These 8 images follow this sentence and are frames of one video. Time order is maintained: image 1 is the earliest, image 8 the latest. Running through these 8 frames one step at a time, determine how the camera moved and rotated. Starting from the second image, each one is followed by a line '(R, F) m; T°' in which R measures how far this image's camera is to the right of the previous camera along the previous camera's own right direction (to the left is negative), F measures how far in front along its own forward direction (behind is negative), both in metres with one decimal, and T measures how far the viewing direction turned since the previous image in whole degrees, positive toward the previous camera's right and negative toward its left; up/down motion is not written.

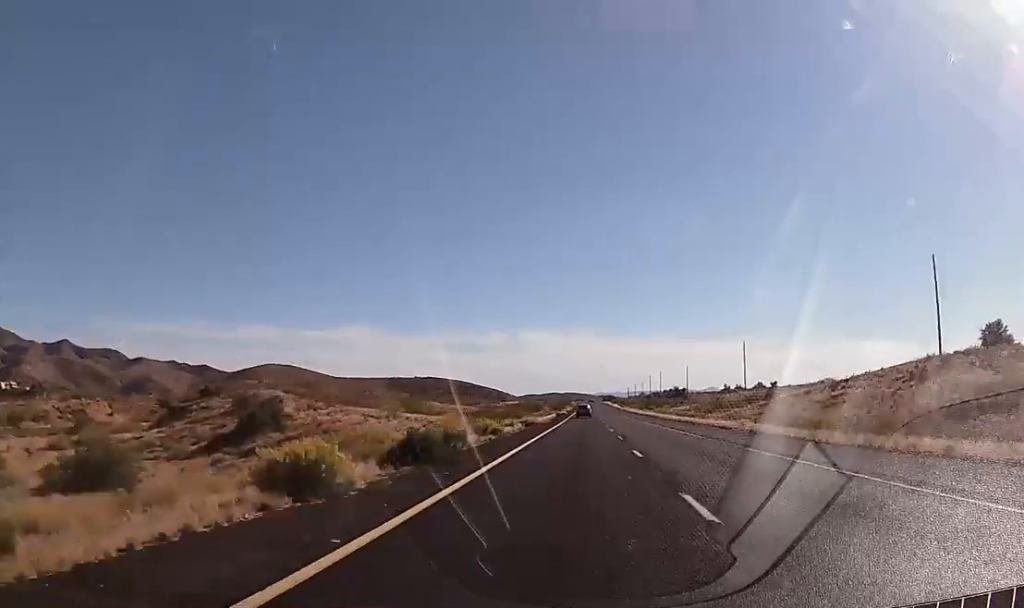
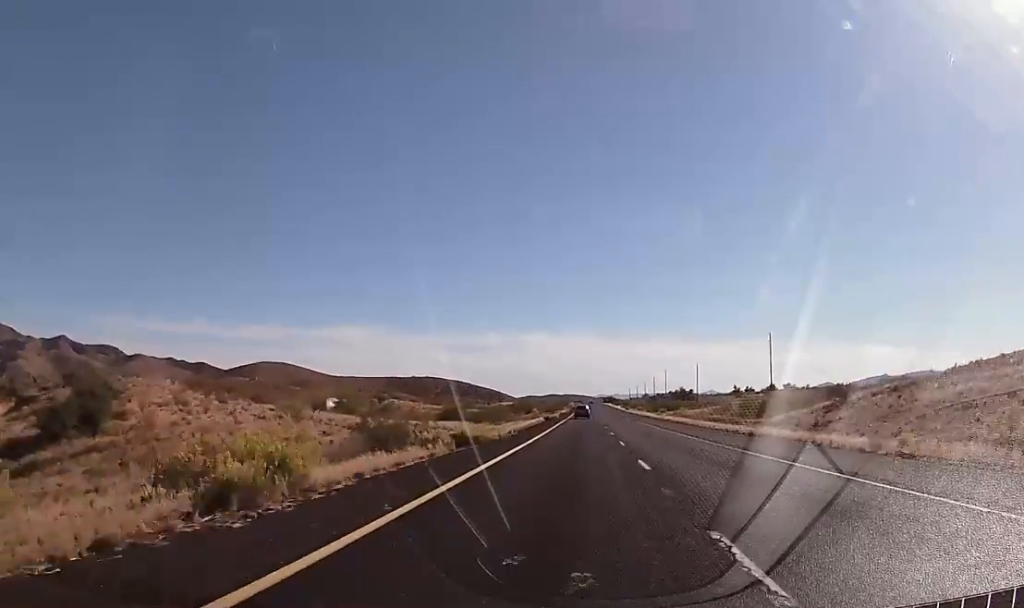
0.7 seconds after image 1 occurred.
(0.0, +27.9) m; -1°
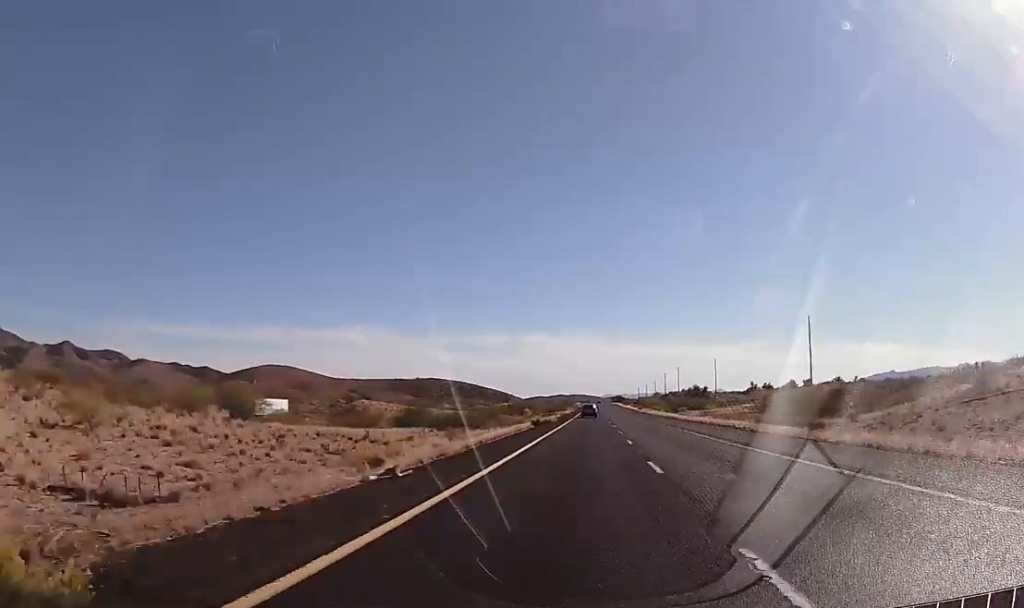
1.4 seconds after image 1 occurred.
(-0.3, +25.4) m; 0°
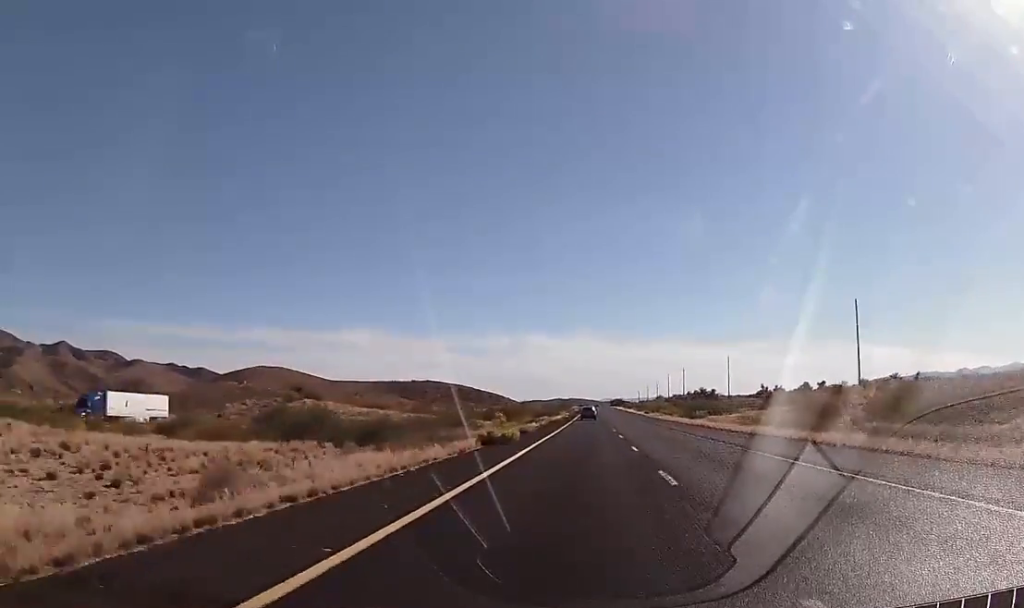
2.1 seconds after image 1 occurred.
(-0.1, +27.8) m; 0°
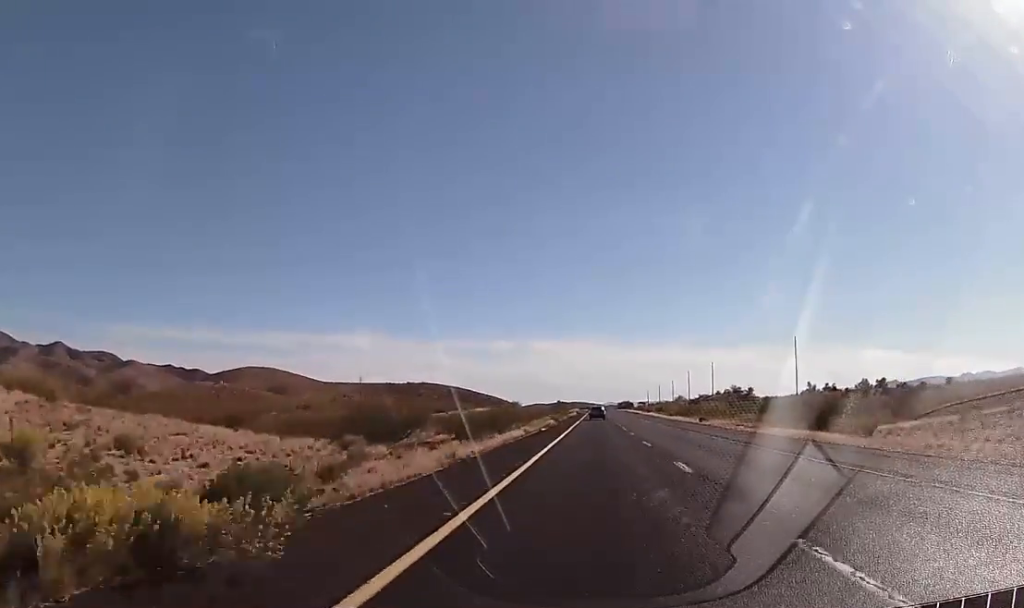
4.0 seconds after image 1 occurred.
(0.0, +70.6) m; 0°
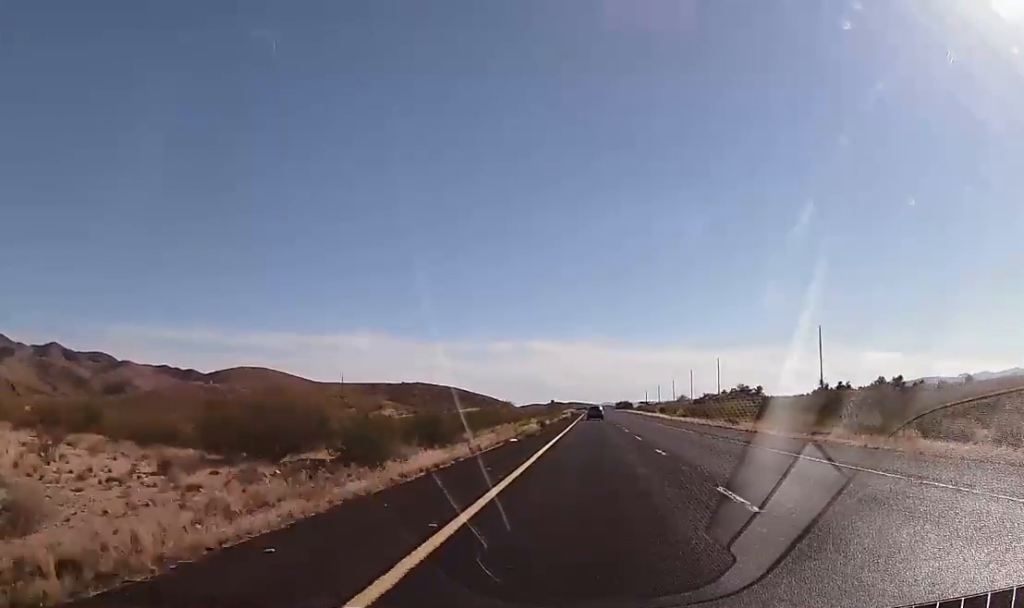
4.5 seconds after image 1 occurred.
(0.0, +18.9) m; 0°
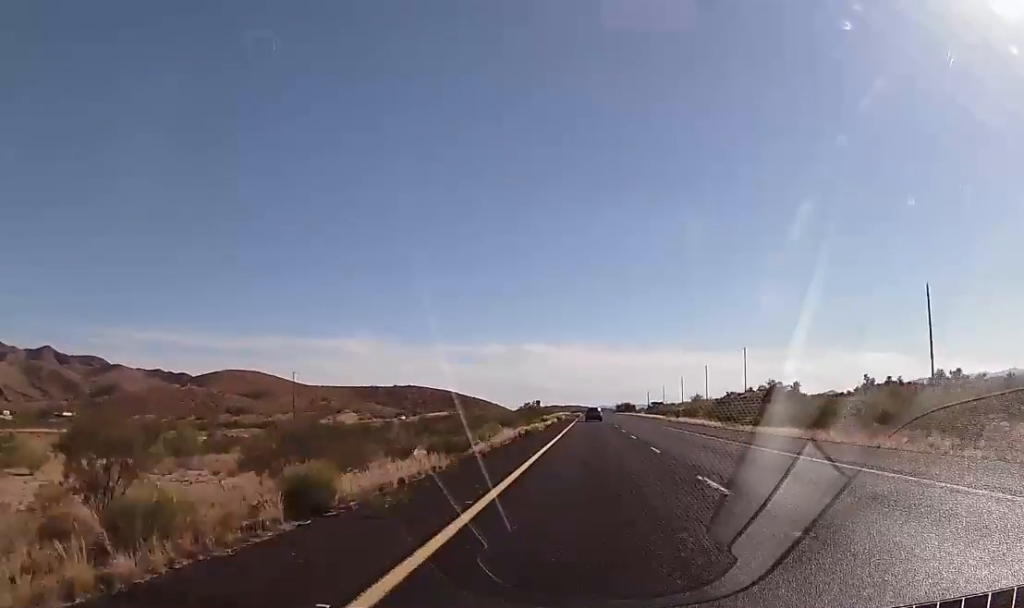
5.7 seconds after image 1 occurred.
(0.0, +46.5) m; 0°
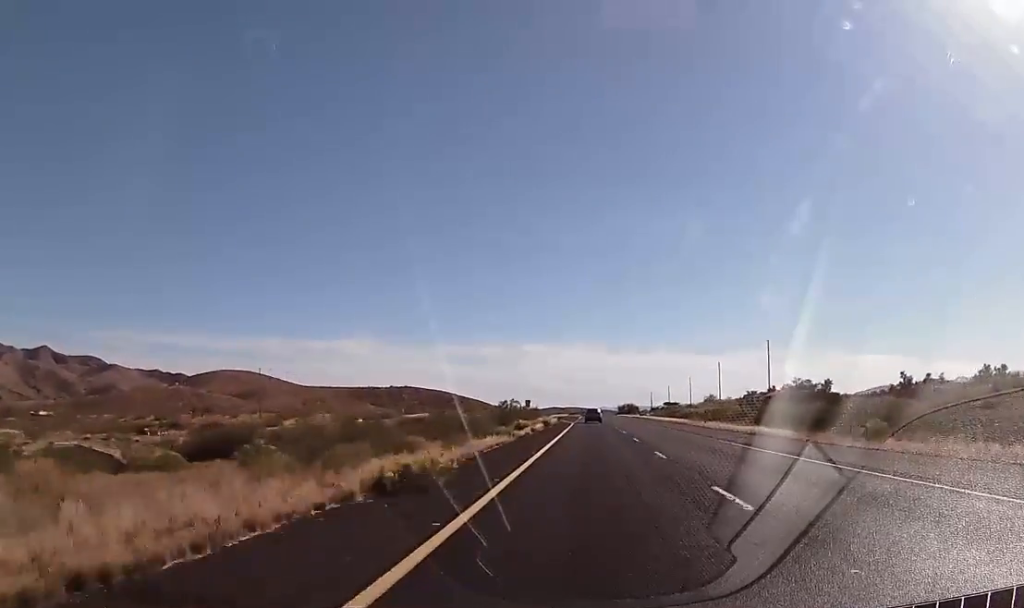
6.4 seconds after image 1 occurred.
(0.0, +26.4) m; 0°
